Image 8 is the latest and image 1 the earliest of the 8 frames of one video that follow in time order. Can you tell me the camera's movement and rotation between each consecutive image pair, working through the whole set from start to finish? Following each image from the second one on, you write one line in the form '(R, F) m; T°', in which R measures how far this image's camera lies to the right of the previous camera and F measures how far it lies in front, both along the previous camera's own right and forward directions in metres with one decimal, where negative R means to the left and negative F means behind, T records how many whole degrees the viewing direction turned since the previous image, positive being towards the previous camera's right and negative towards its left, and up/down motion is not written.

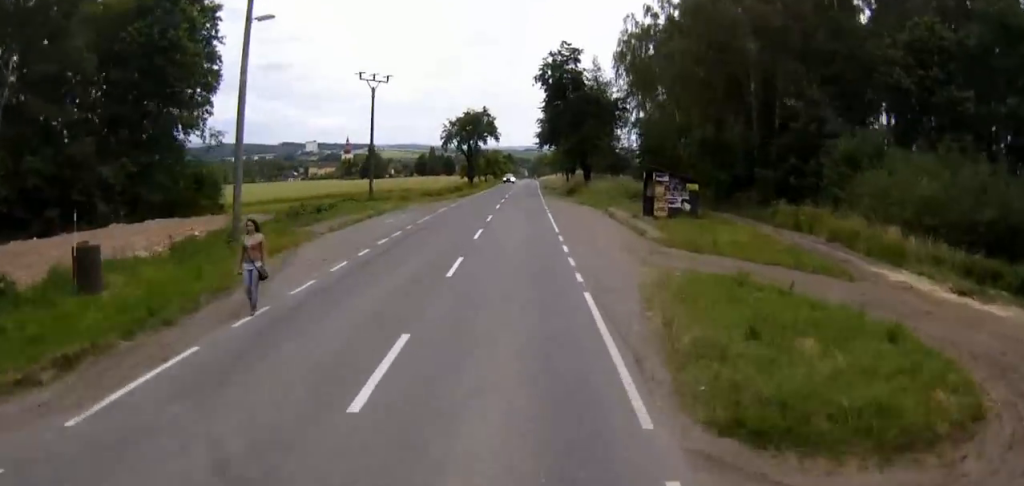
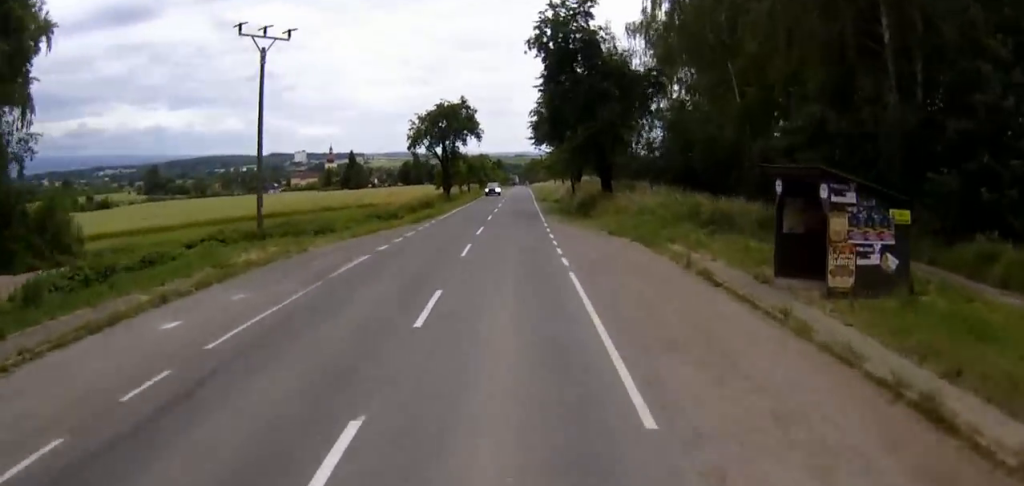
(0.0, +21.6) m; 0°
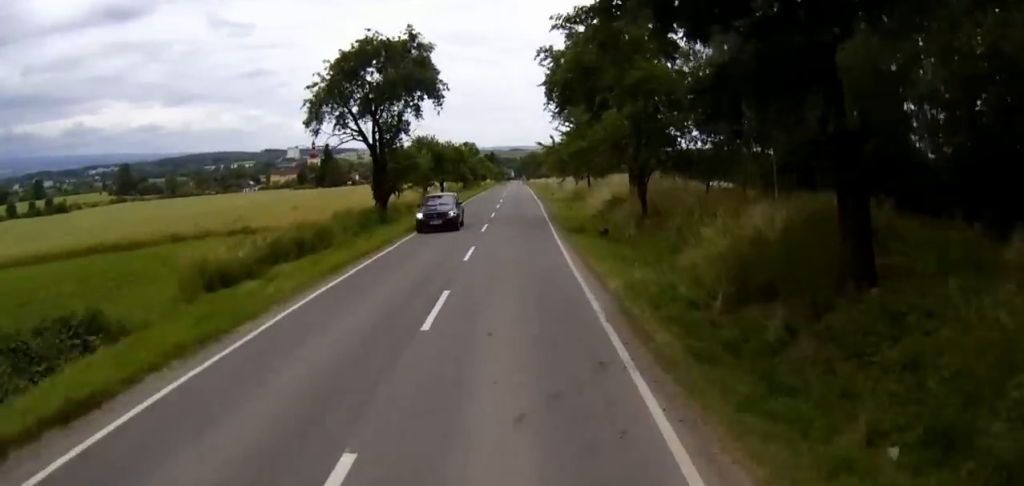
(+0.2, +36.1) m; 0°
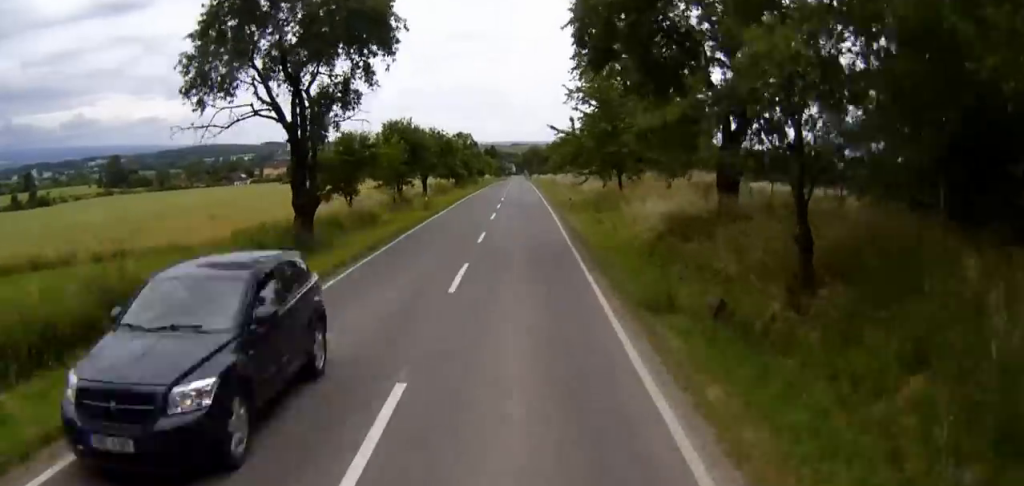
(0.0, +15.6) m; 0°
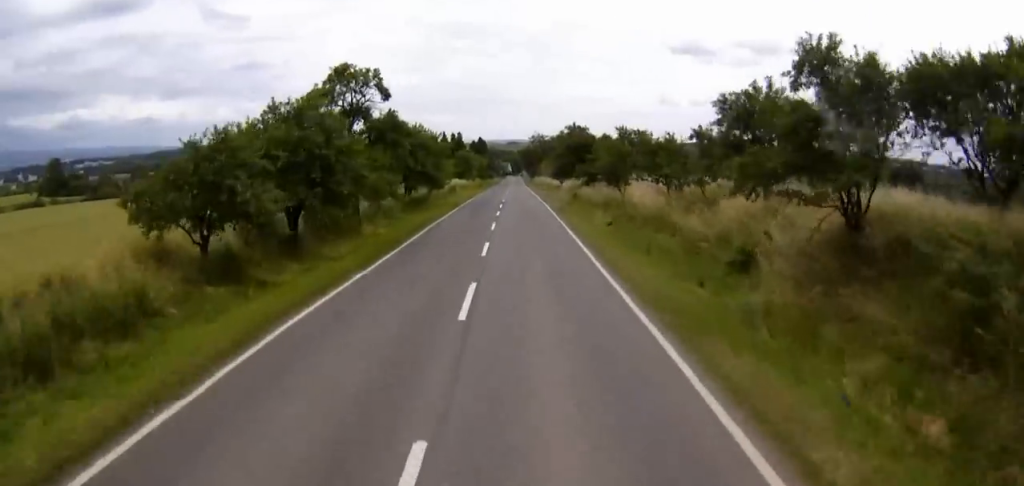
(+0.2, +62.4) m; 0°
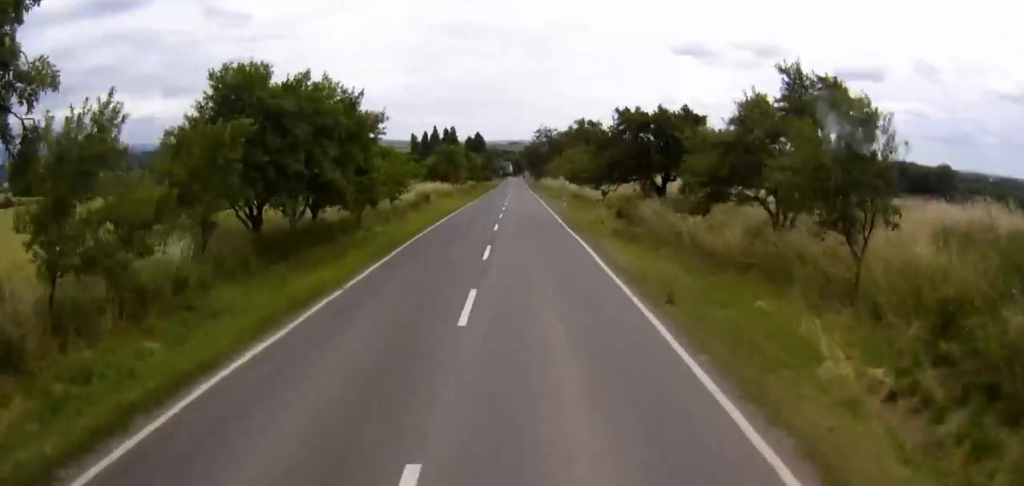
(-0.1, +26.3) m; 0°
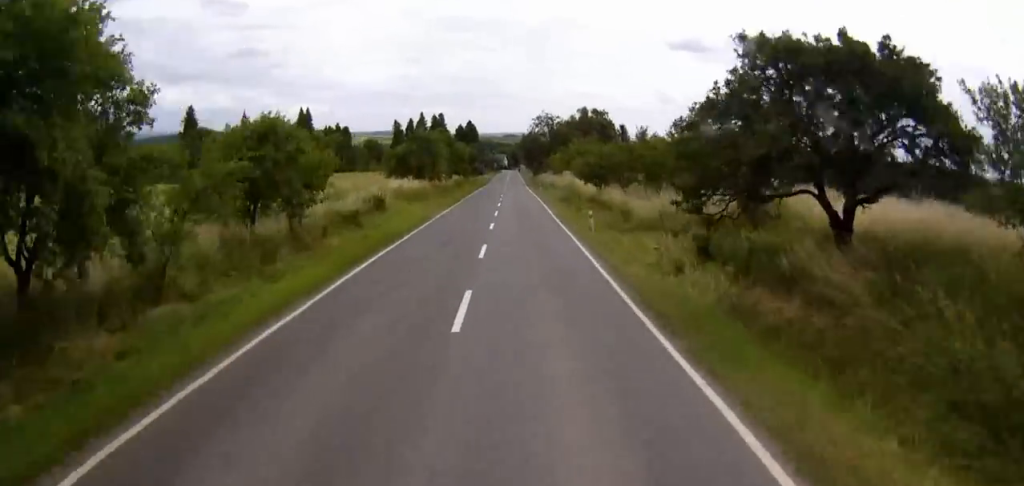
(0.0, +18.5) m; 0°
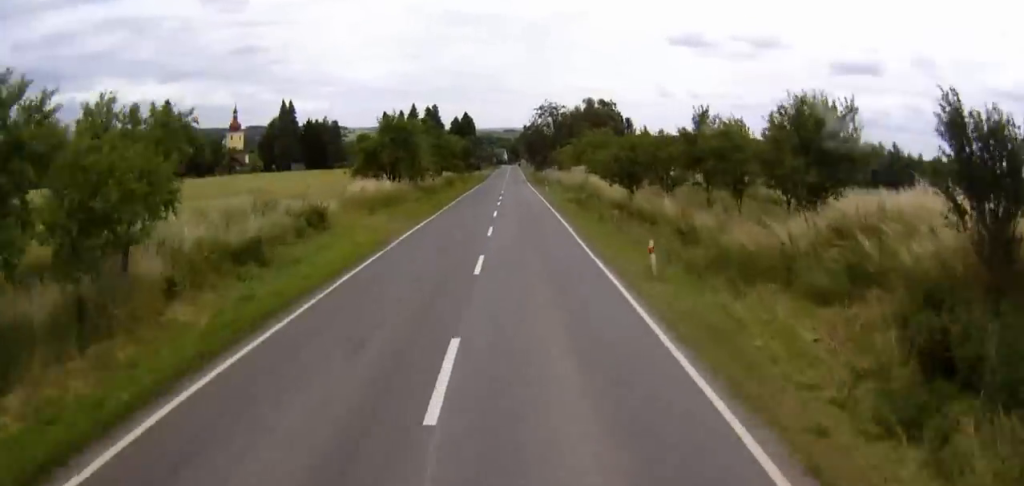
(0.0, +12.6) m; 0°
